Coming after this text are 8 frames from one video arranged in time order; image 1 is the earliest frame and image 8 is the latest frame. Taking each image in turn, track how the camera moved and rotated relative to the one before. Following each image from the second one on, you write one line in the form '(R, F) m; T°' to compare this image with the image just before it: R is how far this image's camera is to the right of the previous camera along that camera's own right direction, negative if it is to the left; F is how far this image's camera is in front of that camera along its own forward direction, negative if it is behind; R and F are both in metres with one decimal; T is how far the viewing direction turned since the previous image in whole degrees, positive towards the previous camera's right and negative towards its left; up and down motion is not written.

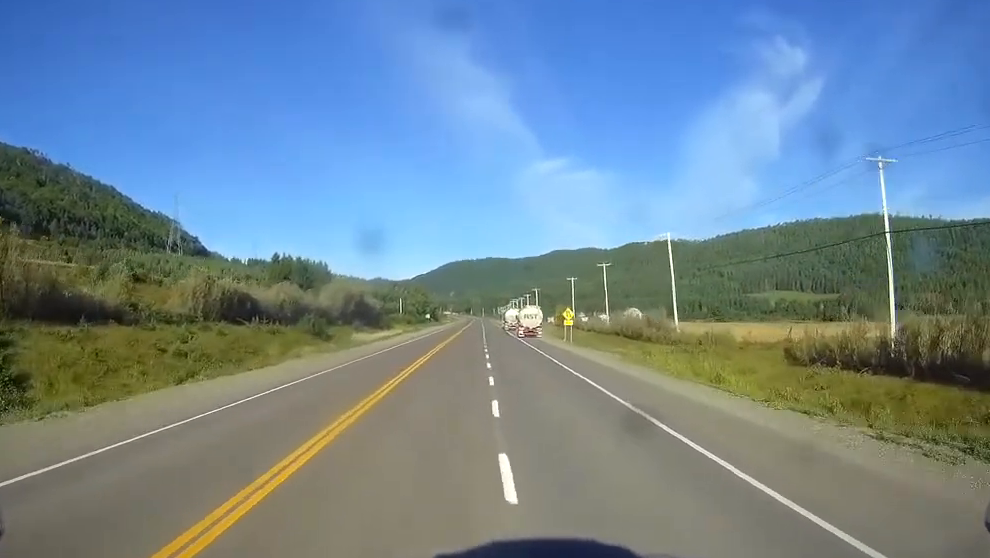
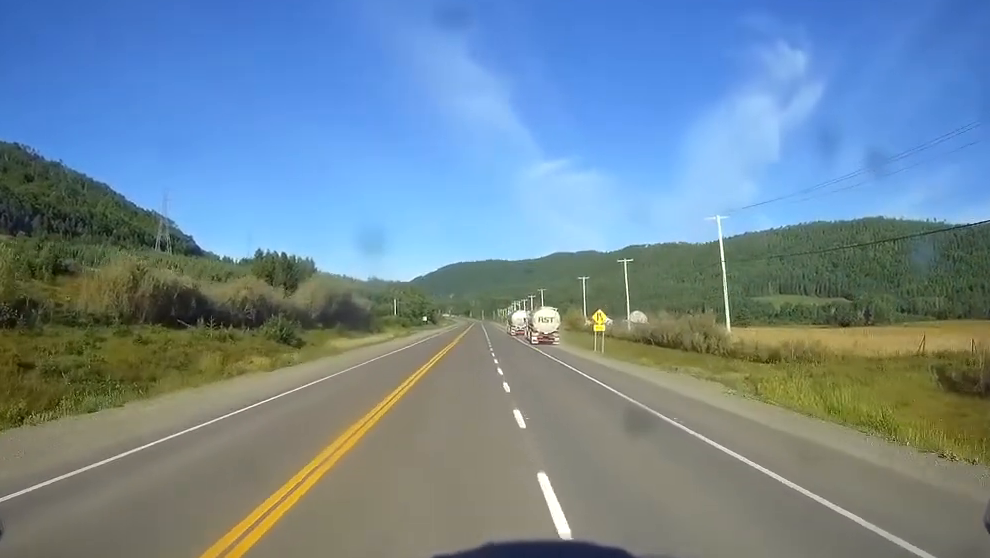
(+0.2, +19.3) m; 0°
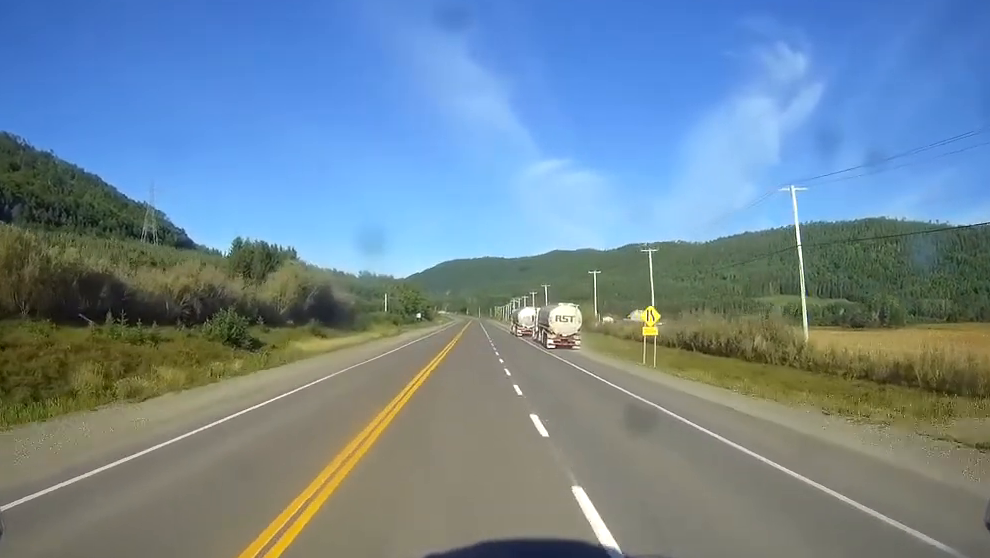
(-0.2, +19.0) m; 0°
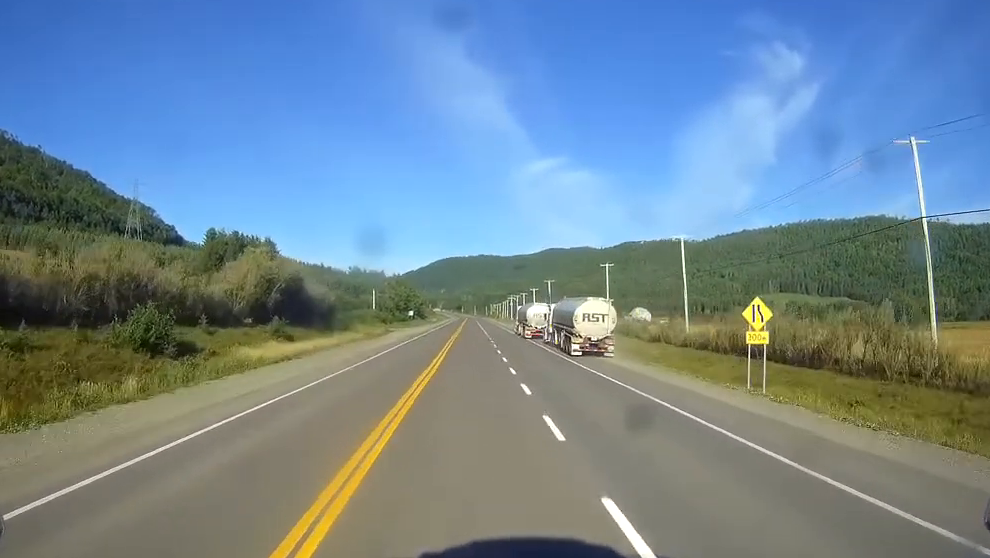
(+0.1, +18.4) m; 0°
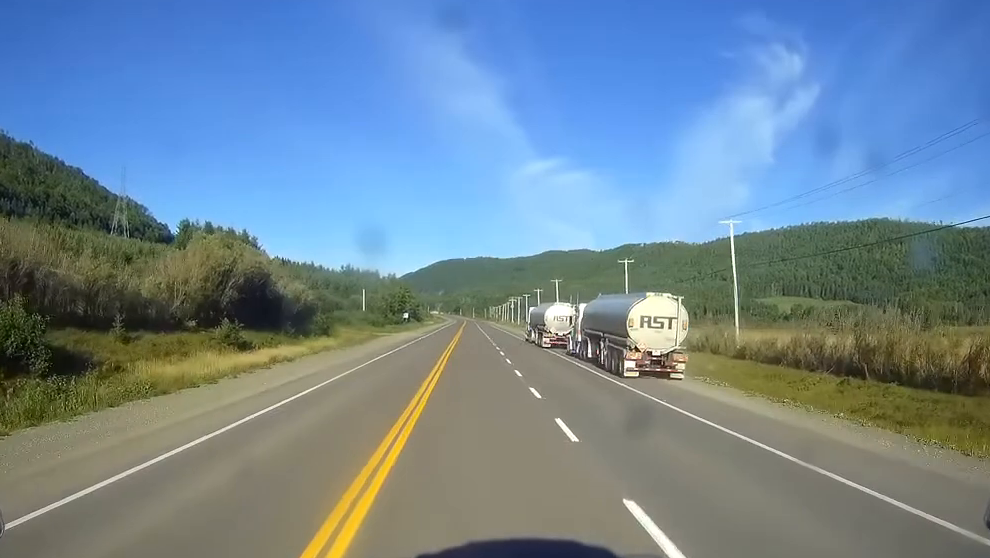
(+0.1, +17.7) m; 0°
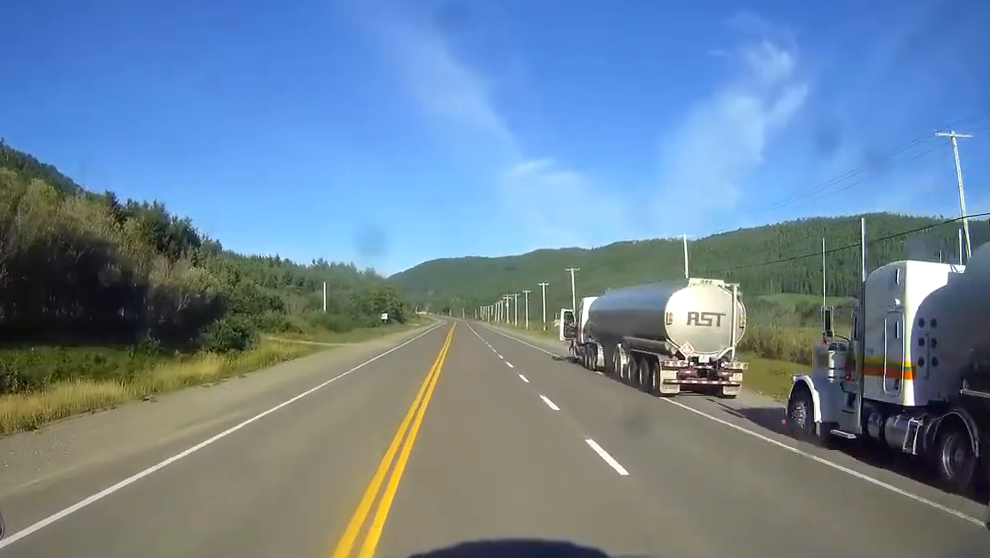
(+0.2, +39.9) m; 0°
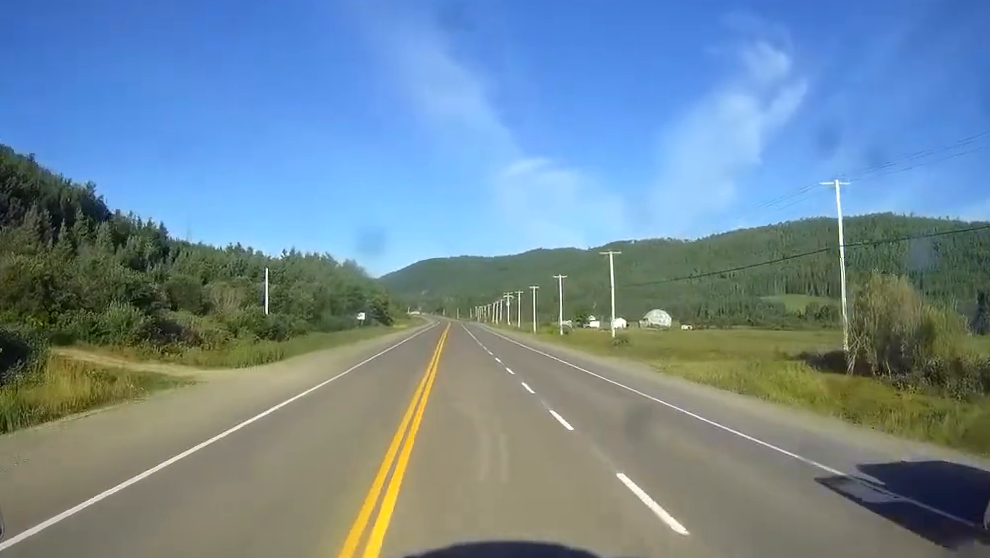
(+0.1, +39.4) m; 0°
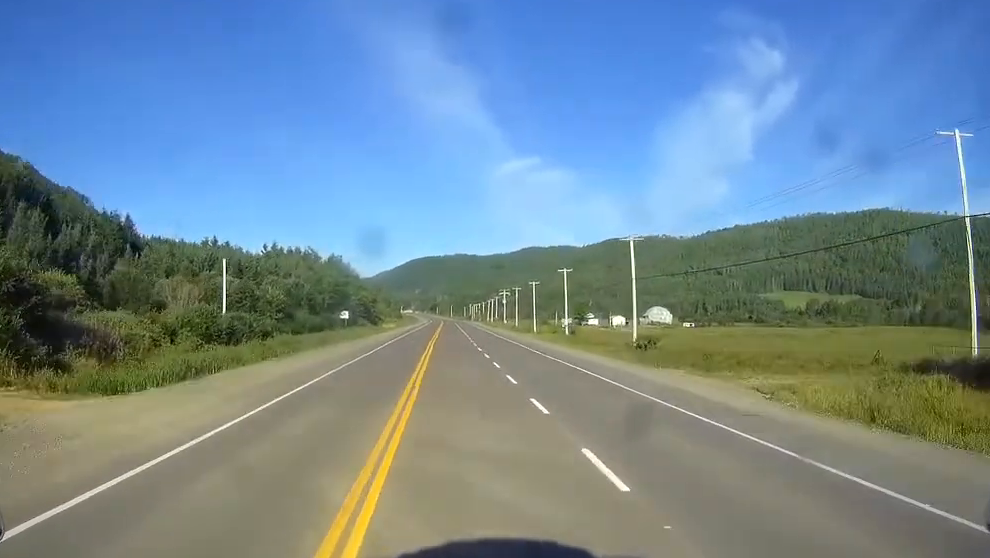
(0.0, +15.7) m; 0°
